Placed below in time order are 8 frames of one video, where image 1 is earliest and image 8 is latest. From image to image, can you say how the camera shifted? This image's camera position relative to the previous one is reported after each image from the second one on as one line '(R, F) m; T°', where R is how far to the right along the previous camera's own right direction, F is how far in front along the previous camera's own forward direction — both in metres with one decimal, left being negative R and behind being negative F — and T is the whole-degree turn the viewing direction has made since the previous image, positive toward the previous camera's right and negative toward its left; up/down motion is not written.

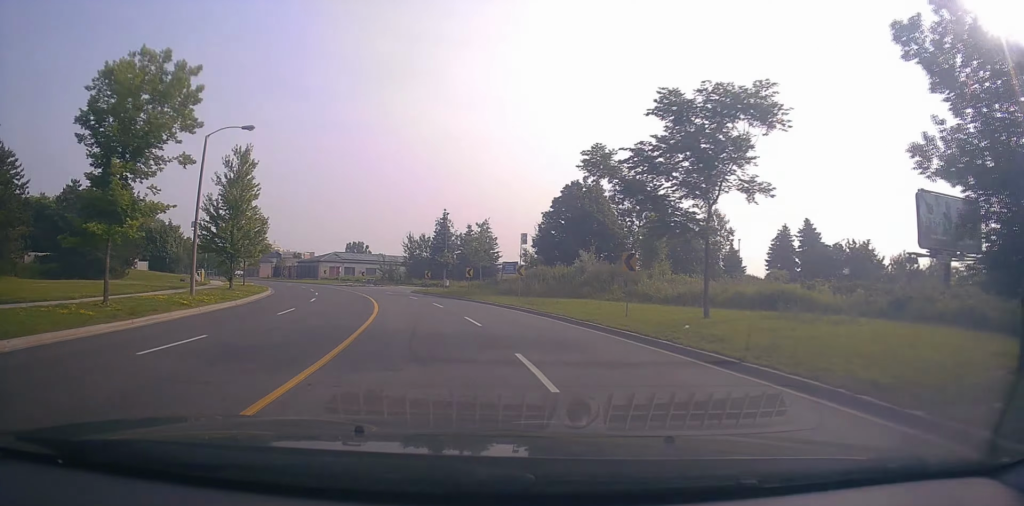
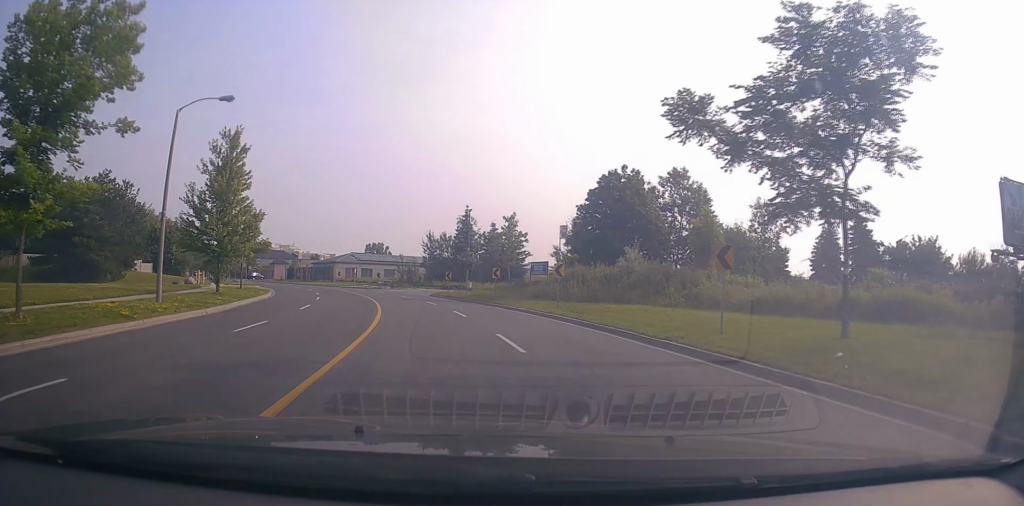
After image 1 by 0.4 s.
(-0.1, +5.1) m; -2°
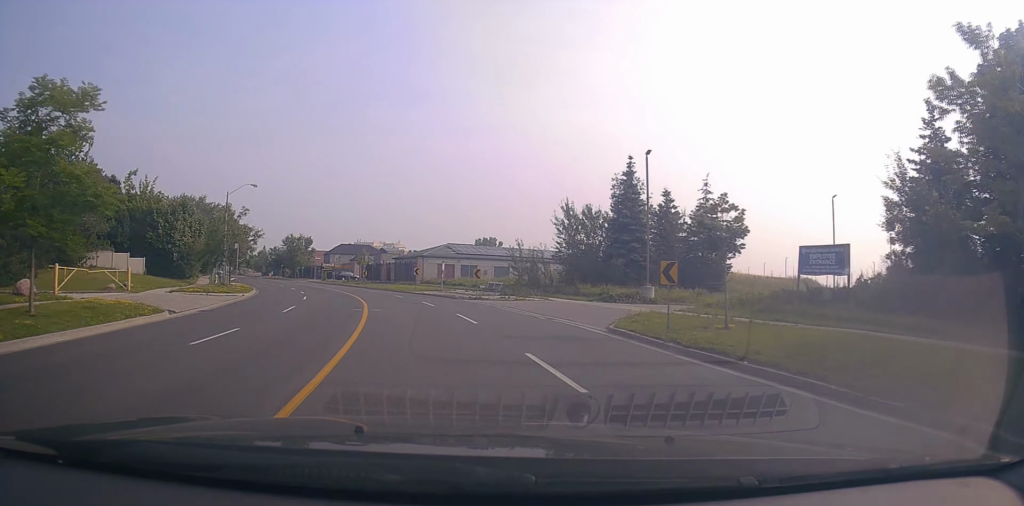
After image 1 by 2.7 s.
(-3.3, +29.5) m; -13°
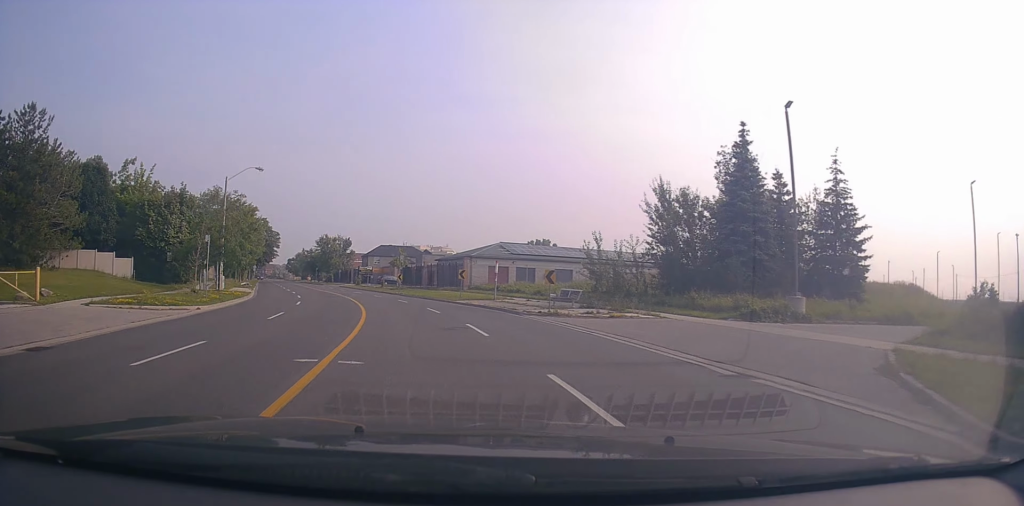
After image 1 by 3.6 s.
(-0.5, +11.1) m; -6°
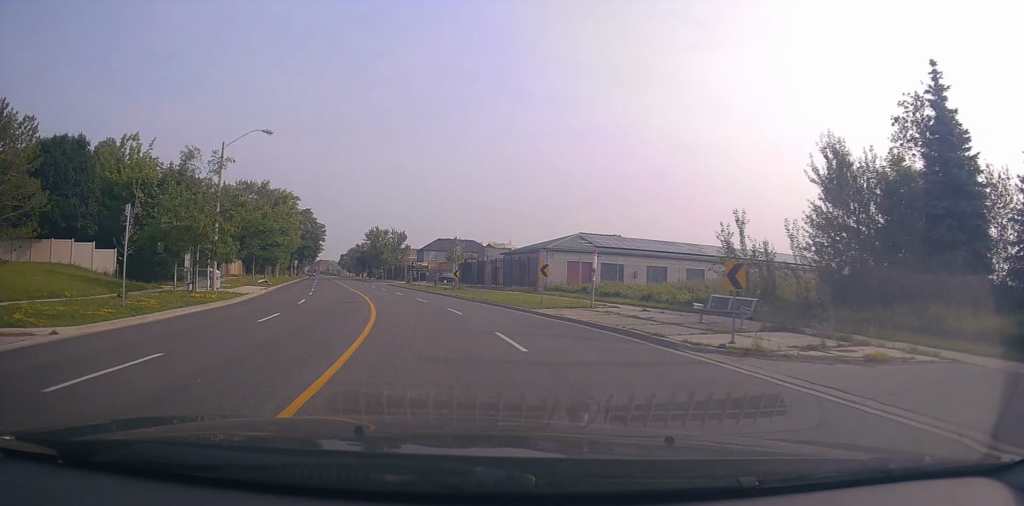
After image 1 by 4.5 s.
(-0.8, +11.6) m; -6°
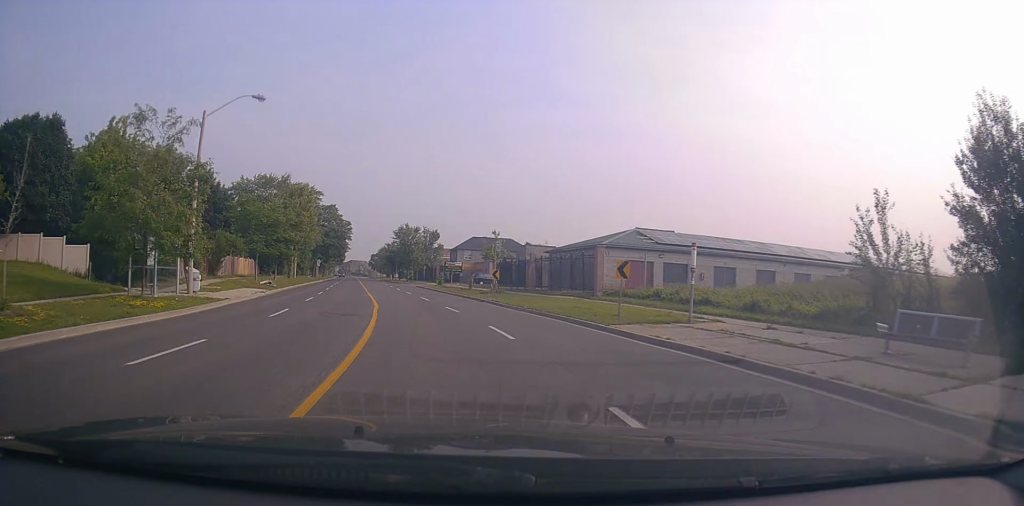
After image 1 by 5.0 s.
(-0.3, +7.5) m; -3°
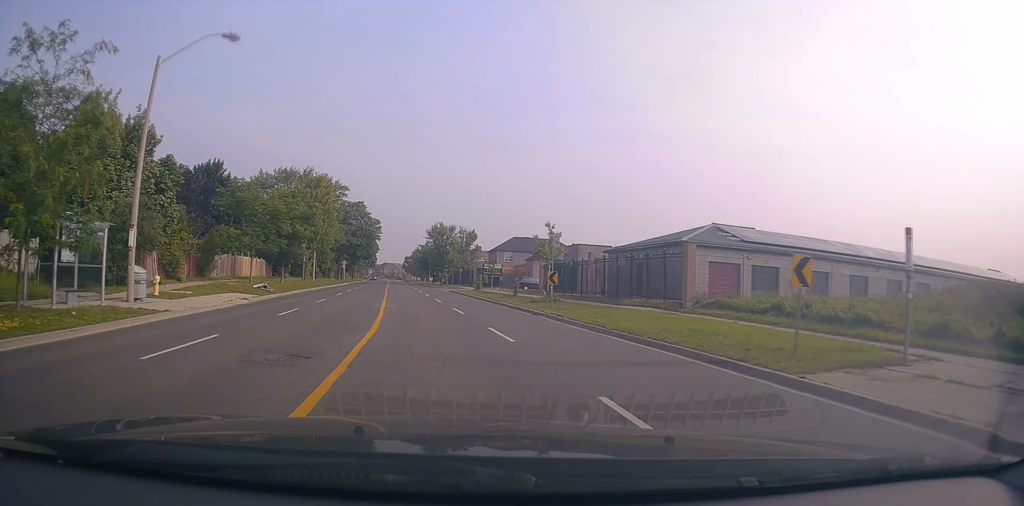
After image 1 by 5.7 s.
(-0.1, +8.3) m; -2°
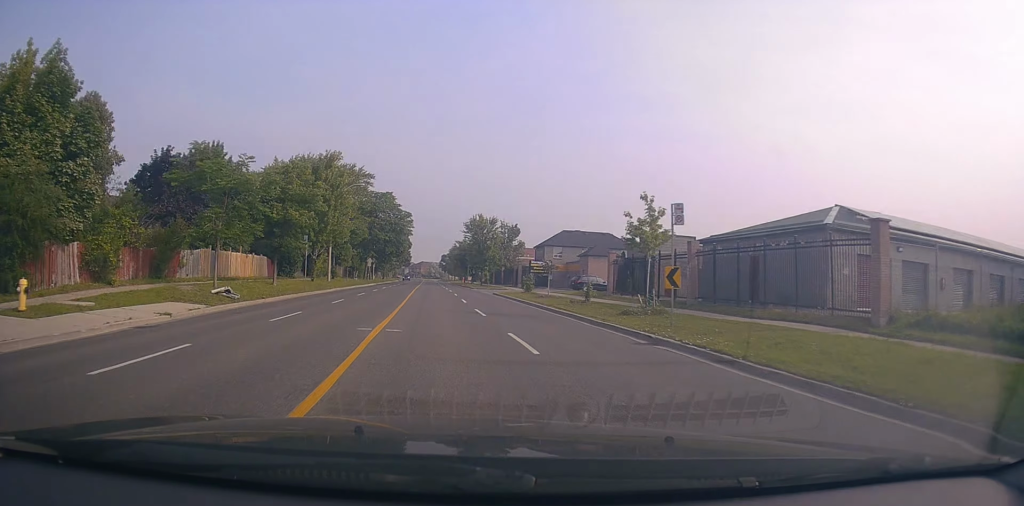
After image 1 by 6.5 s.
(-0.3, +10.6) m; -3°
